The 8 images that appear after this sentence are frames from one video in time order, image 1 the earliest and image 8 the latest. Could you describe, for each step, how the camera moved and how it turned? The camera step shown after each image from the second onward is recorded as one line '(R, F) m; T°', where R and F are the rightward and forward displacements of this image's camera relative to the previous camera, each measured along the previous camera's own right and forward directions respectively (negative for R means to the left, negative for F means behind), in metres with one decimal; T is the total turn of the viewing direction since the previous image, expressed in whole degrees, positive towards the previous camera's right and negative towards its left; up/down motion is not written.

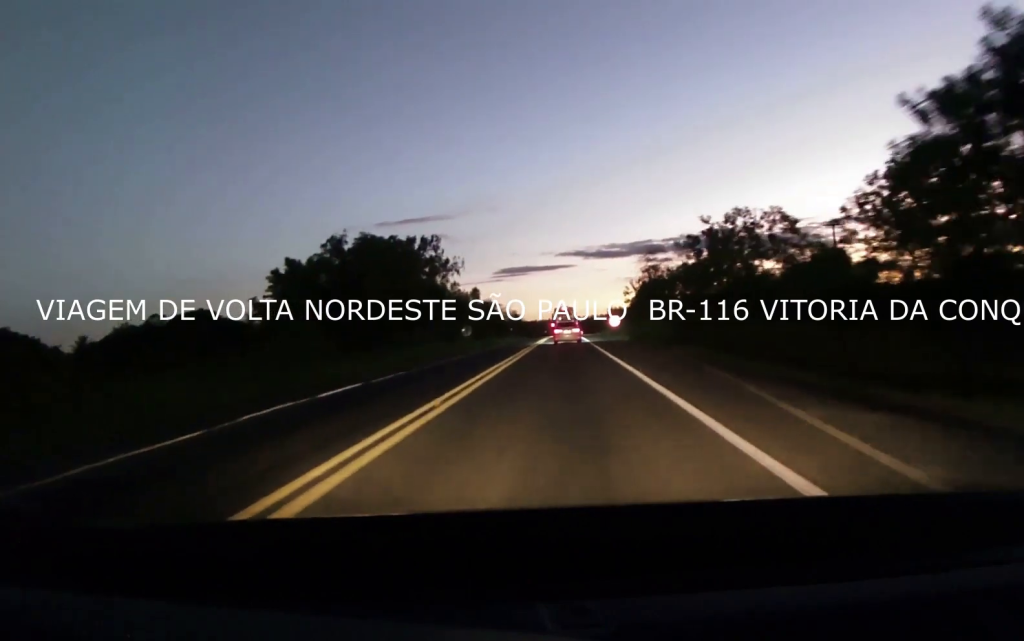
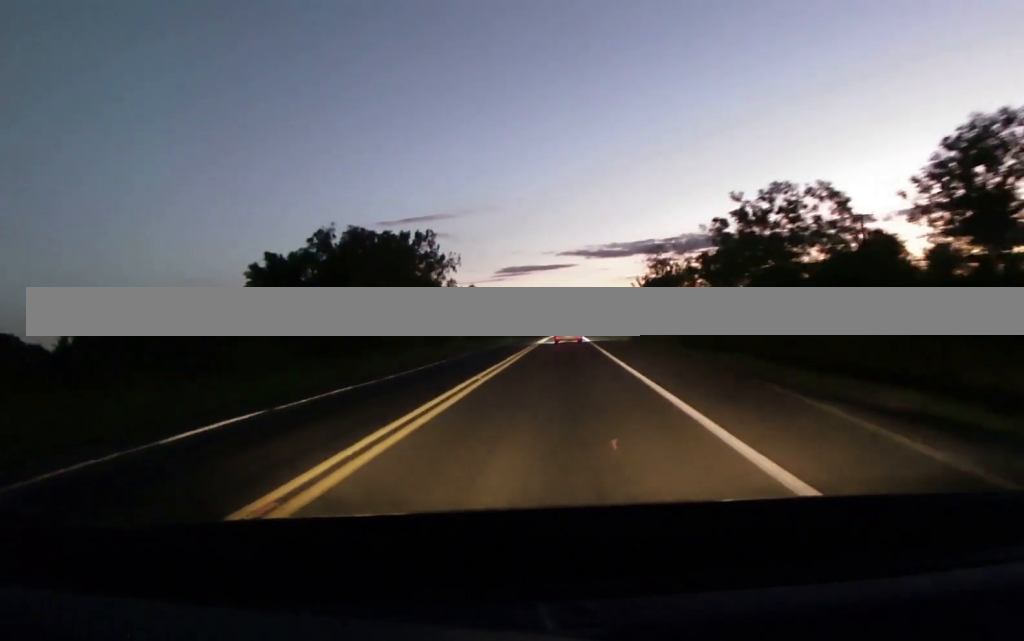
(0.0, +7.4) m; 0°
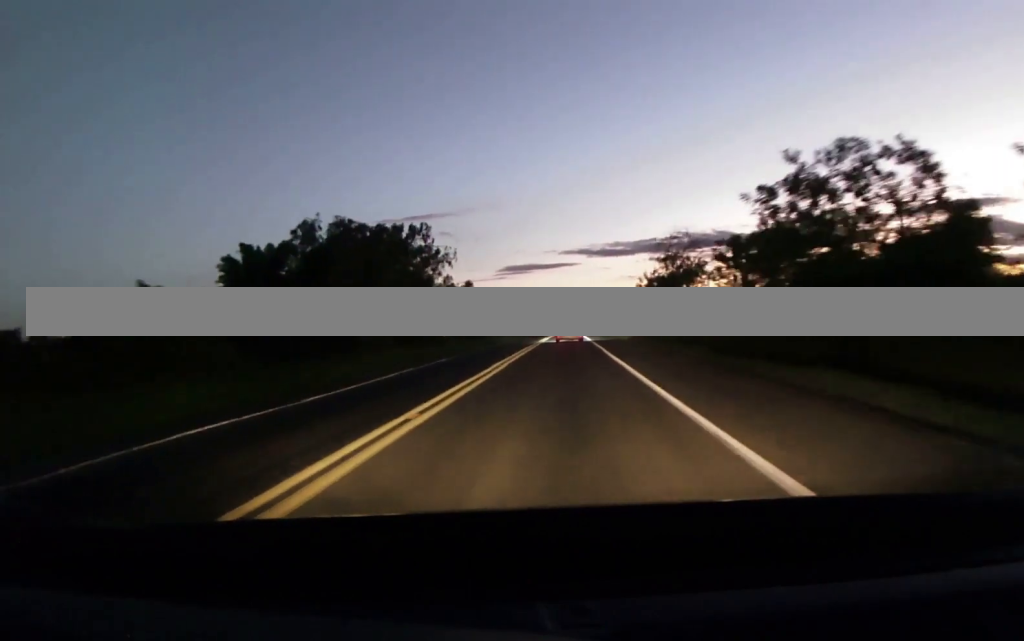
(0.0, +8.0) m; 0°
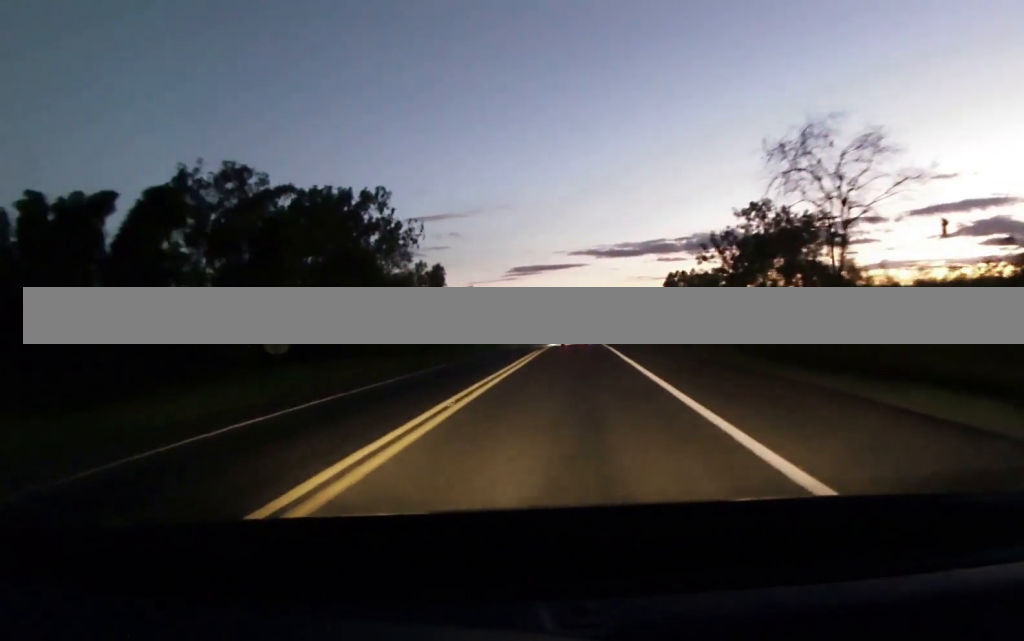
(+0.1, +39.0) m; 0°
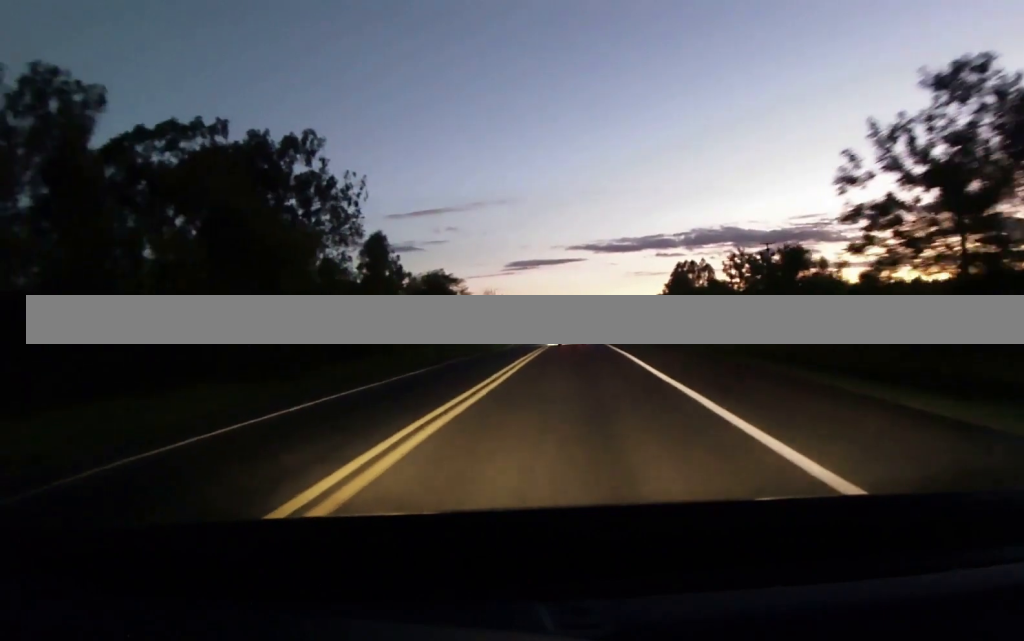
(+0.2, +29.3) m; +1°
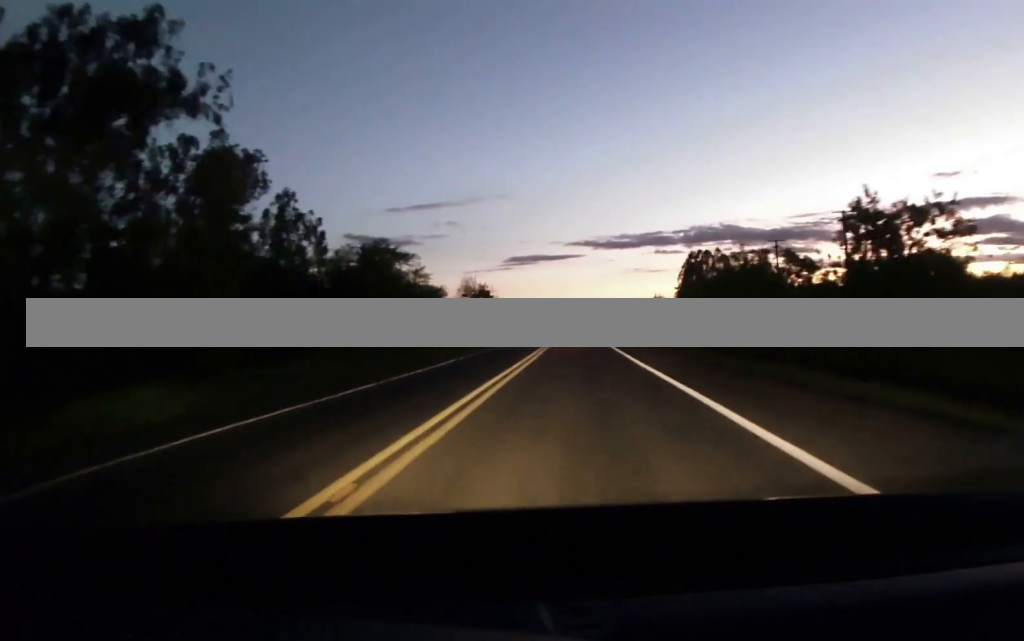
(0.0, +32.6) m; -1°
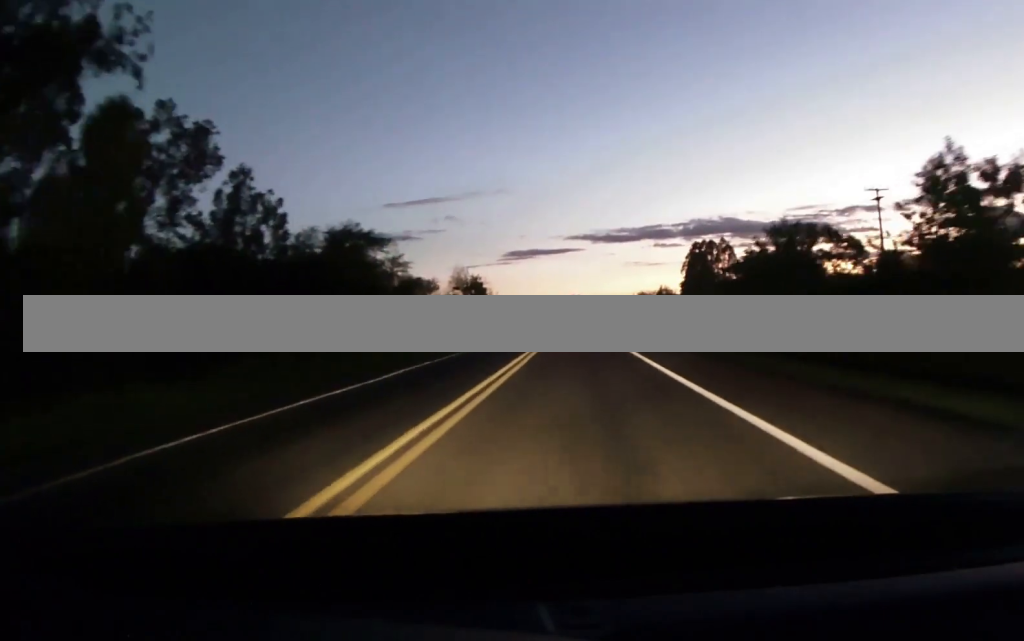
(-0.1, +9.8) m; -1°
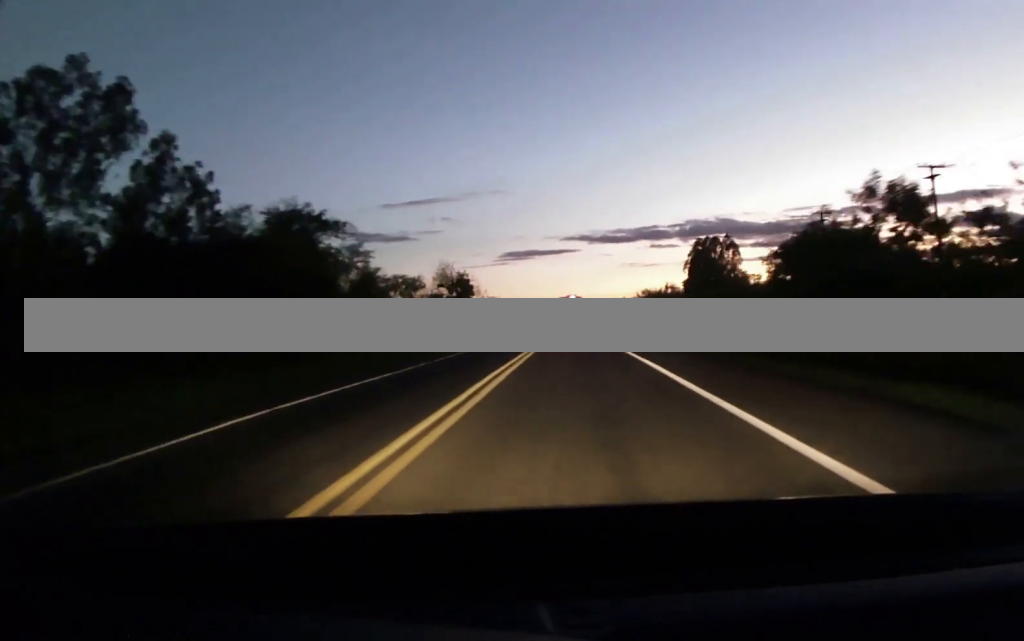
(-0.1, +12.2) m; -1°
